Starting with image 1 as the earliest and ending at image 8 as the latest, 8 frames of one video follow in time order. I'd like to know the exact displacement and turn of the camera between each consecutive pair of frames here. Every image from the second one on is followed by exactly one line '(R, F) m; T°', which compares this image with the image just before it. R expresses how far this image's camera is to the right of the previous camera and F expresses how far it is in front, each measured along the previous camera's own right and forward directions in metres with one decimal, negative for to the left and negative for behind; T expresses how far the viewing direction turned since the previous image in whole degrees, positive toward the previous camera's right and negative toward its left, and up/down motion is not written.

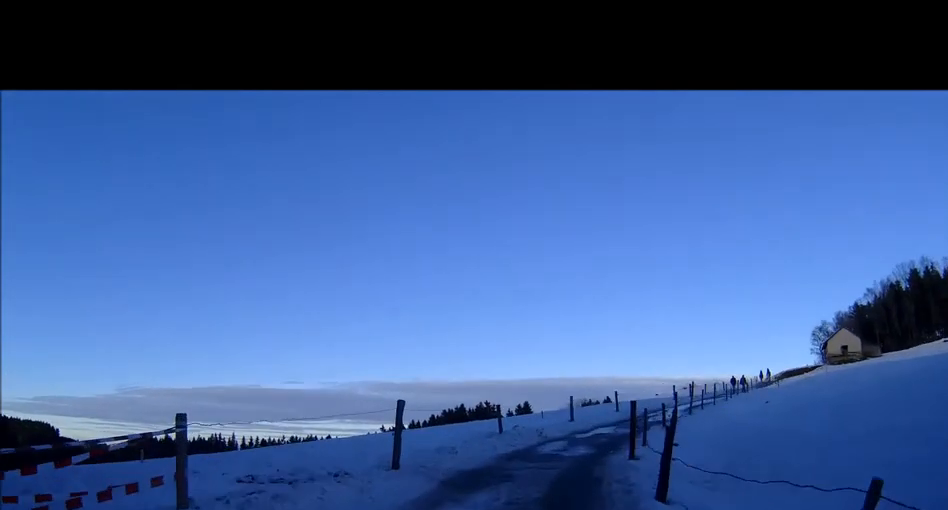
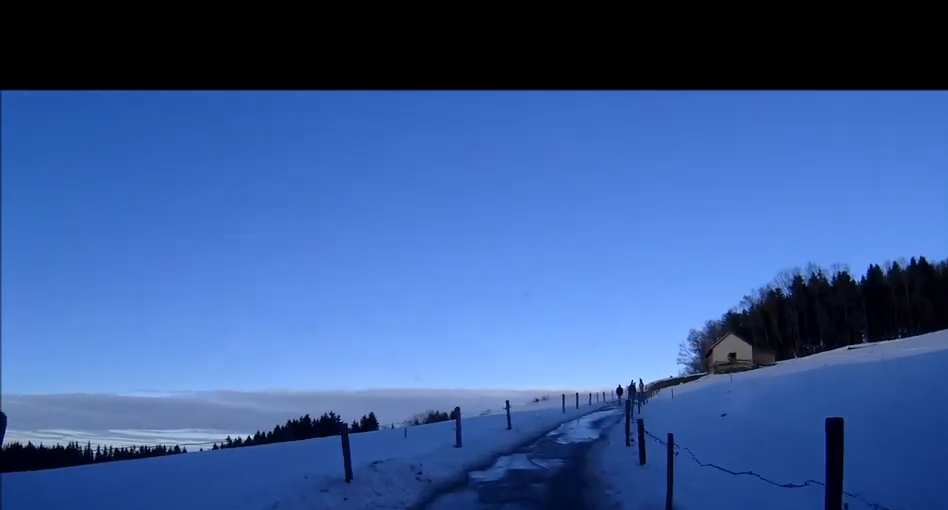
(+0.6, +9.4) m; +11°
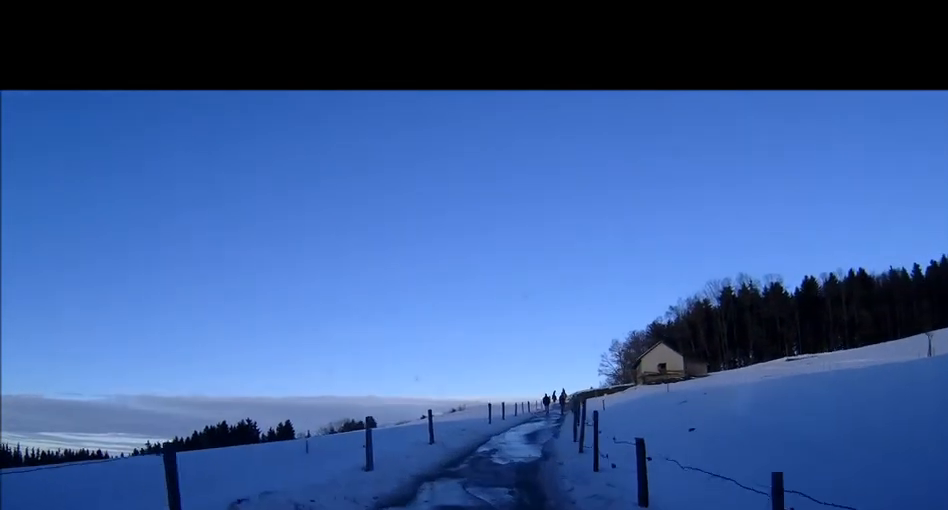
(+0.3, +4.1) m; +5°
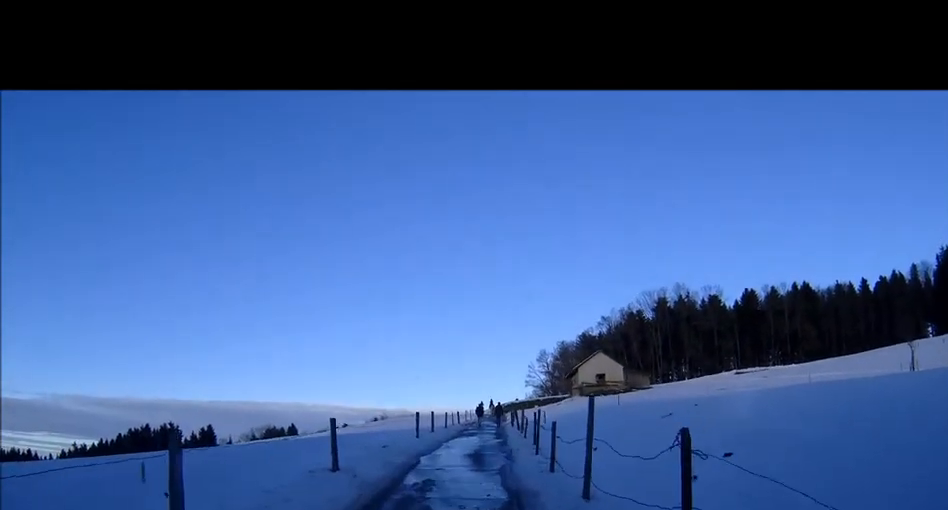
(+0.6, +7.0) m; +7°
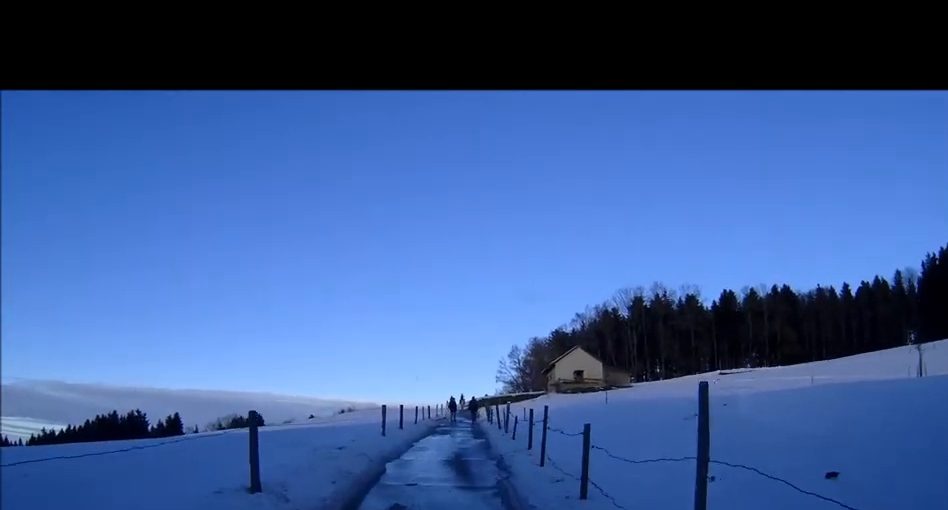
(+0.2, +4.6) m; +3°
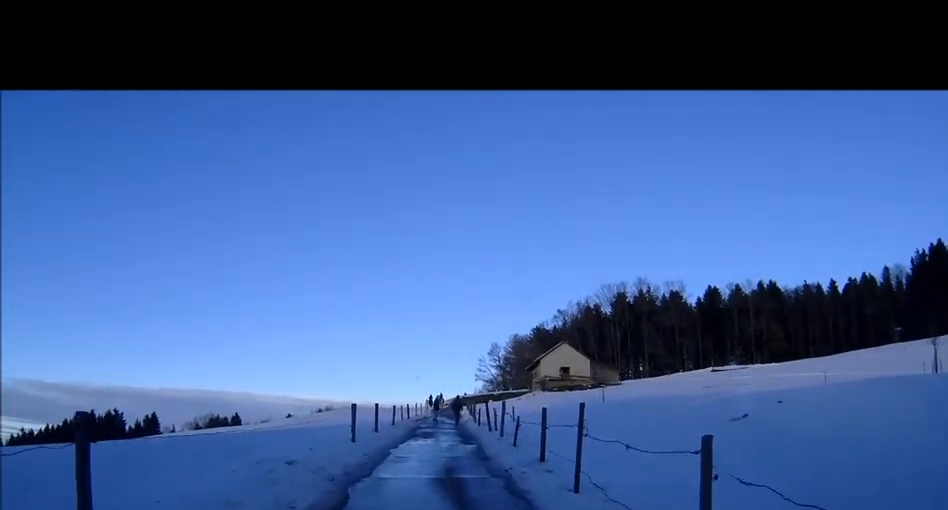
(+0.1, +4.3) m; +2°
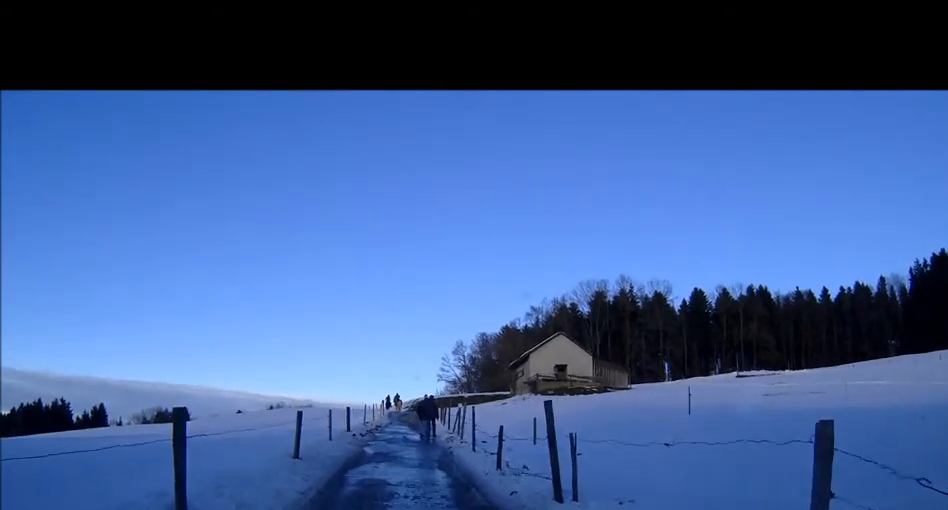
(+0.7, +18.8) m; +2°
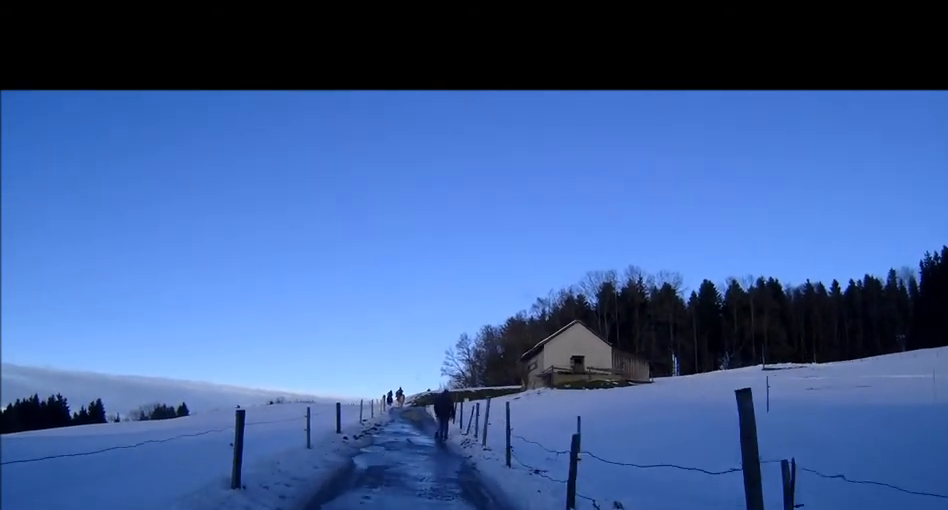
(0.0, +5.5) m; 0°
